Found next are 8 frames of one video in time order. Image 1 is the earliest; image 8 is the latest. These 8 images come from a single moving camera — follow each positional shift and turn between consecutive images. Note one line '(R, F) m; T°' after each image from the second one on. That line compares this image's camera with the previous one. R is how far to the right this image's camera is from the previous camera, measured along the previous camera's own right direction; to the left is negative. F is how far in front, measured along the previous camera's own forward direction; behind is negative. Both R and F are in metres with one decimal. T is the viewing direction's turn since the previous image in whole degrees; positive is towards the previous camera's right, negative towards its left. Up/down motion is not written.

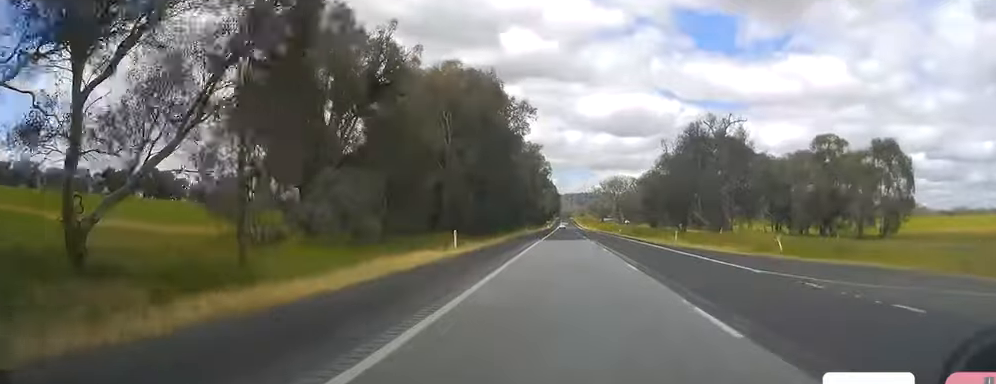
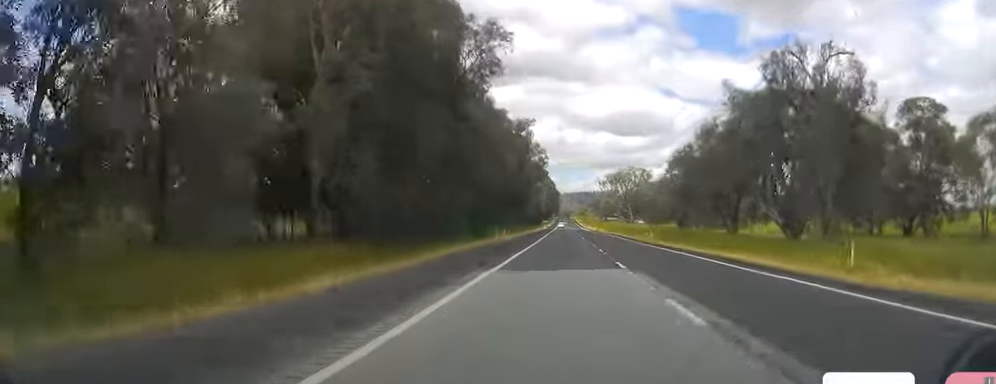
(+0.6, +35.1) m; +1°
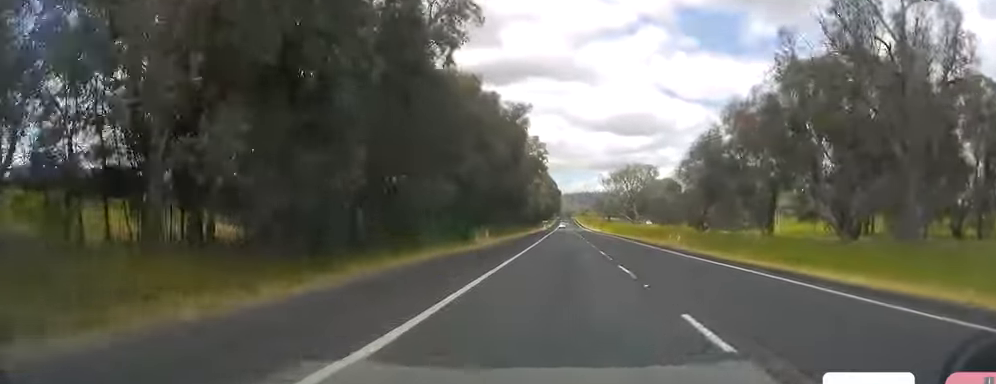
(0.0, +13.6) m; 0°
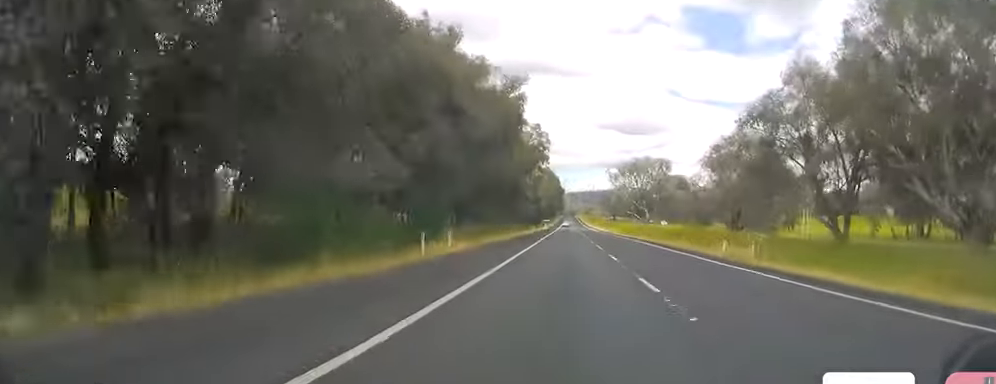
(+0.1, +17.5) m; 0°
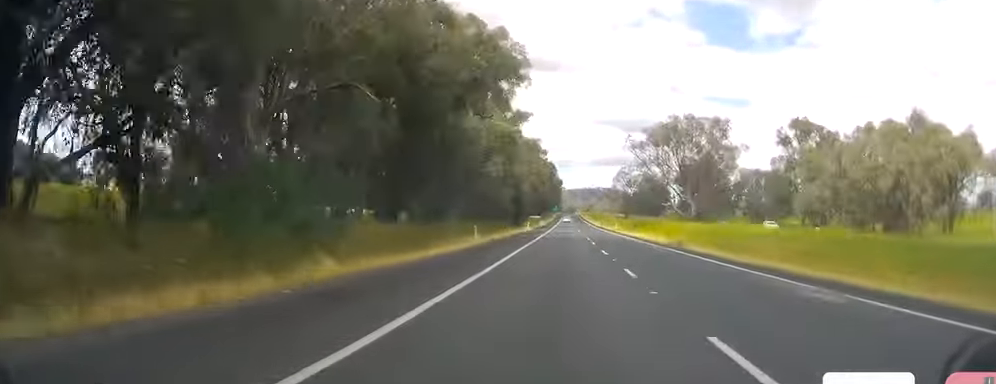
(-0.2, +68.1) m; 0°
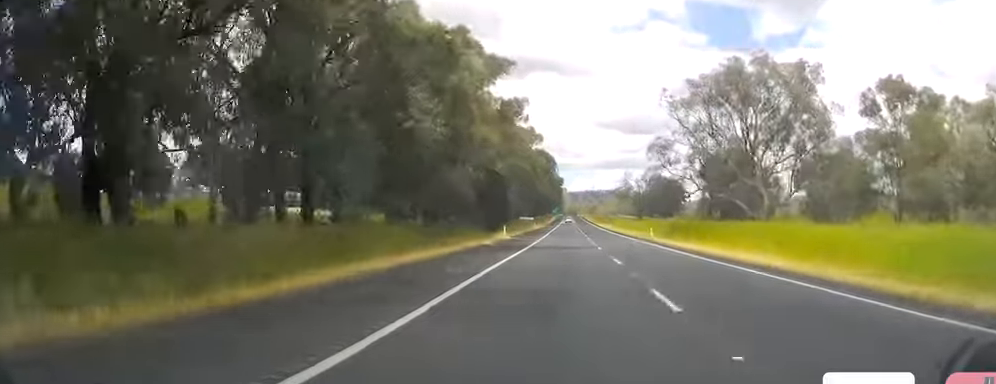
(+0.1, +41.7) m; +1°
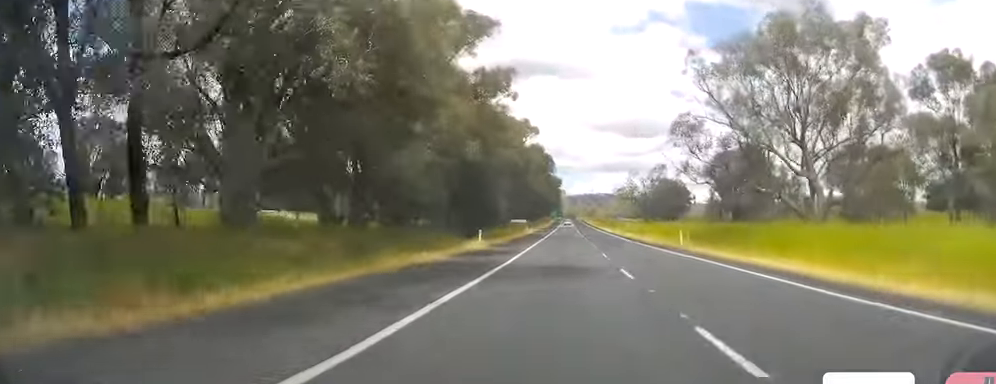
(0.0, +16.5) m; 0°
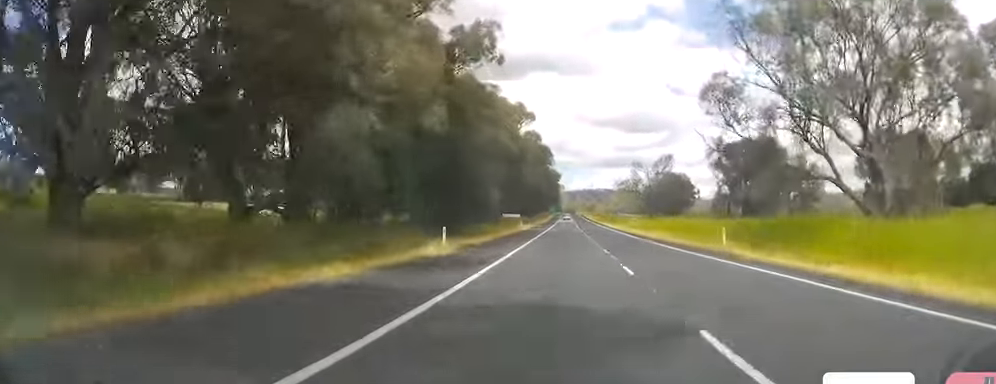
(+0.1, +12.6) m; -1°
